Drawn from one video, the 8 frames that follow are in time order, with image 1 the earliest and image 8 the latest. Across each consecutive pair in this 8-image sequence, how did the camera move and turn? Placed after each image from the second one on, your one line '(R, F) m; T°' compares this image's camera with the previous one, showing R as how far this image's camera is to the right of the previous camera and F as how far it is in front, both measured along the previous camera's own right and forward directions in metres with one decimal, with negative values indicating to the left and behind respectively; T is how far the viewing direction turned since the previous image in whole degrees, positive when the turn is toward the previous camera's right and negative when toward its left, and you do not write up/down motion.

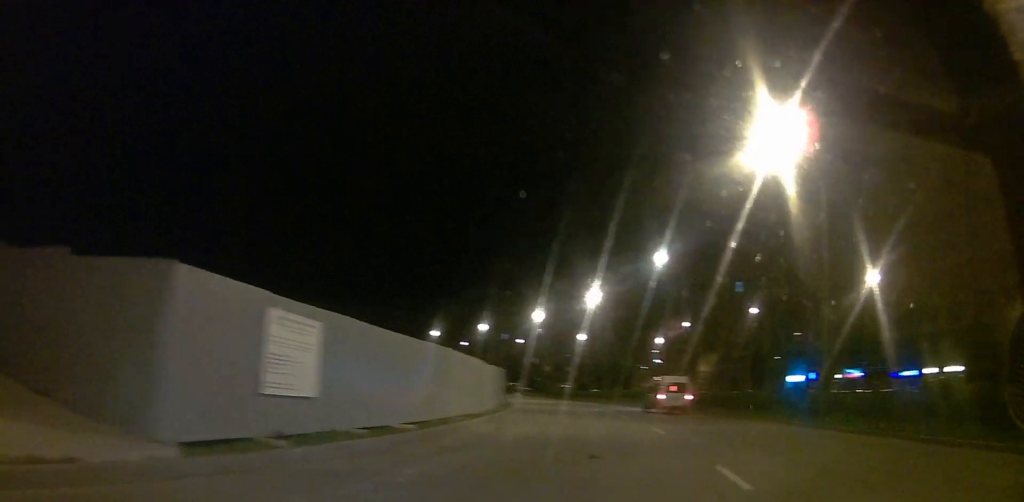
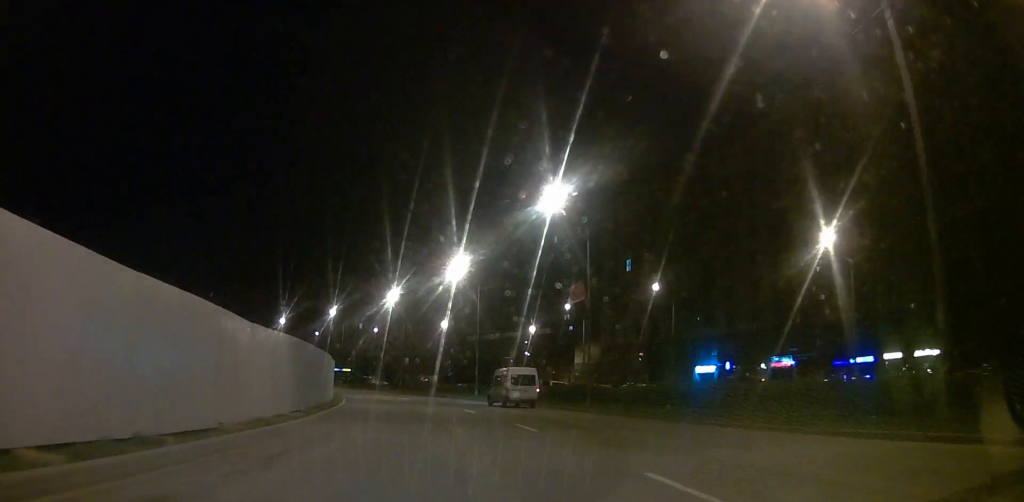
(+3.4, +10.5) m; +23°
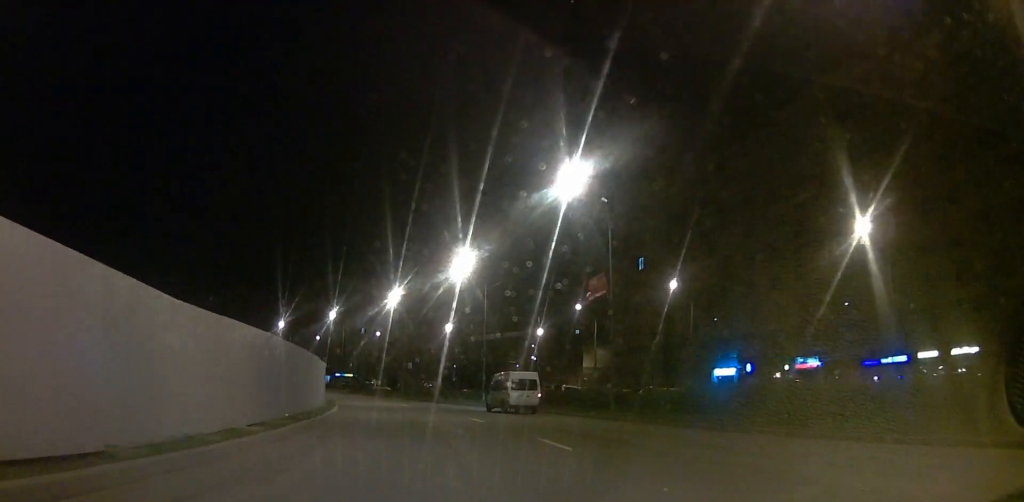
(+0.1, +3.0) m; -2°
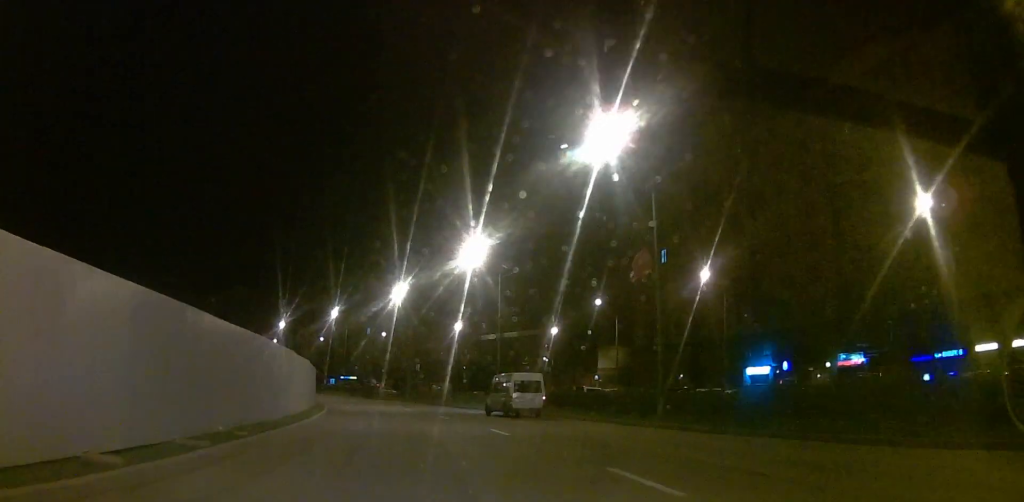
(-0.3, +4.1) m; -3°
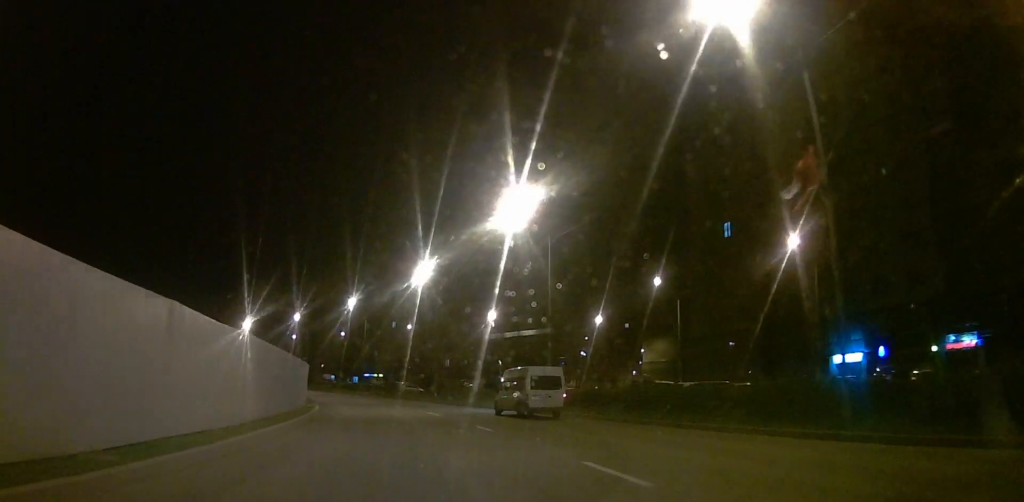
(-0.3, +8.2) m; -1°
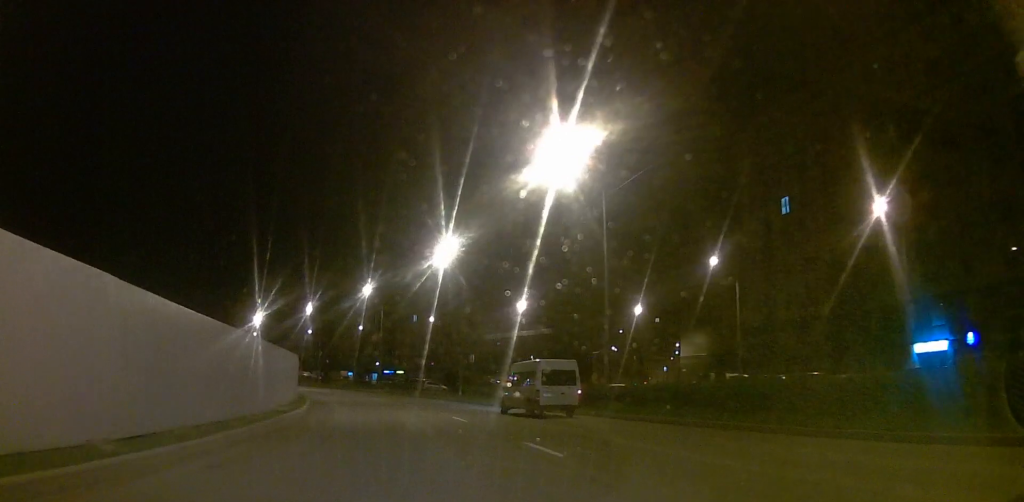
(+0.1, +7.3) m; 0°
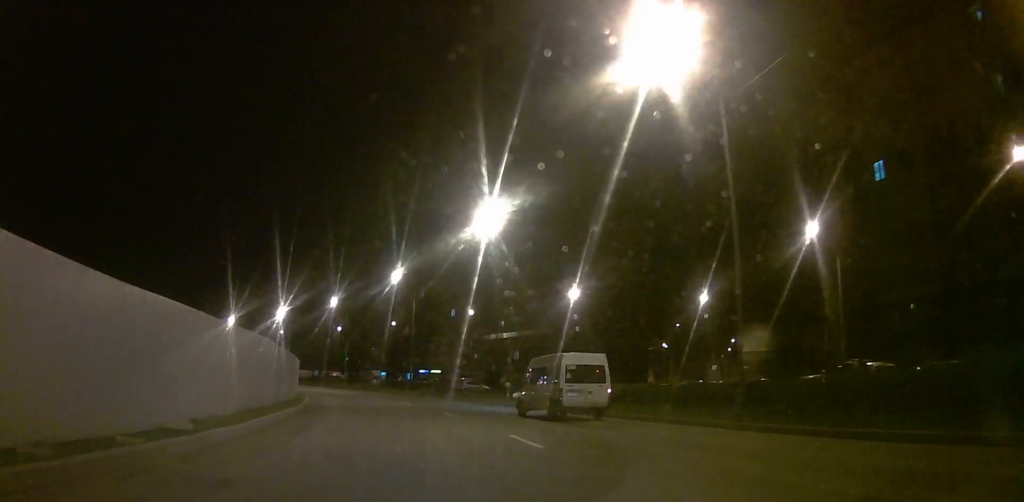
(0.0, +10.3) m; -3°
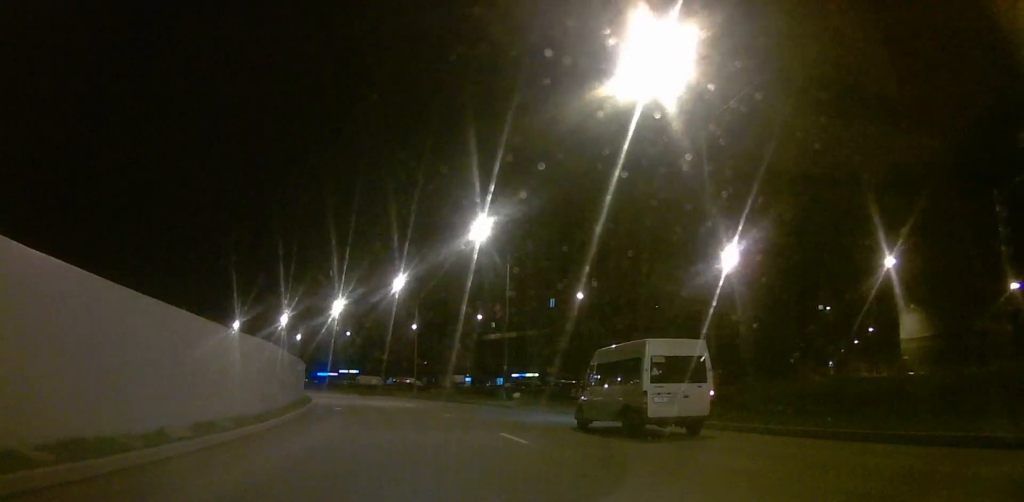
(-2.0, +22.6) m; -12°
